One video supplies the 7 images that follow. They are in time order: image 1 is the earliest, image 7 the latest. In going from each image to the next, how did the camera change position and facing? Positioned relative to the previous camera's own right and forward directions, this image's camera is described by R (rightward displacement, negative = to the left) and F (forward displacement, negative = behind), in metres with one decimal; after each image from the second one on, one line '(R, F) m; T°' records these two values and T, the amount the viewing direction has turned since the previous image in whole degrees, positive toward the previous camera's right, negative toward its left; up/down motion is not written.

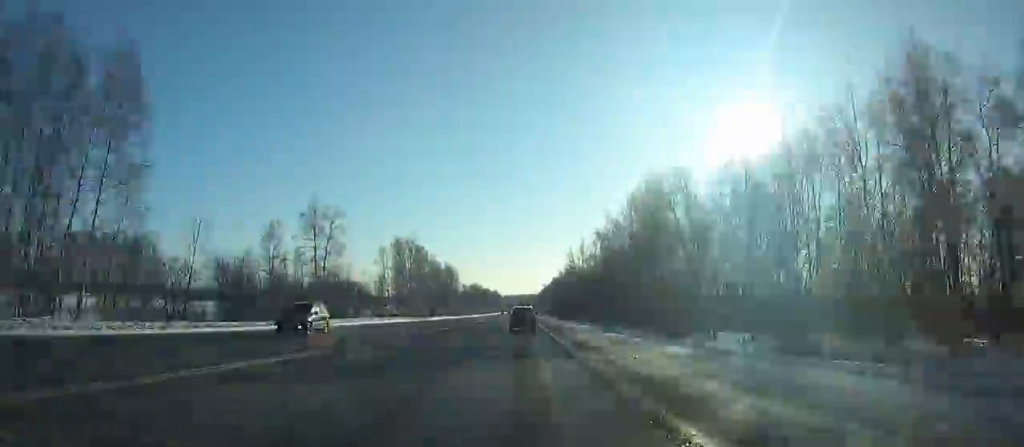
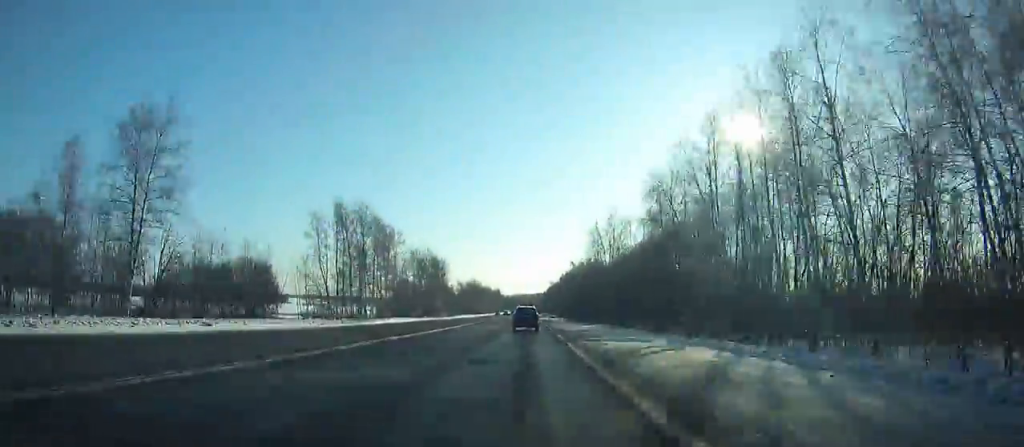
(0.0, +45.5) m; 0°
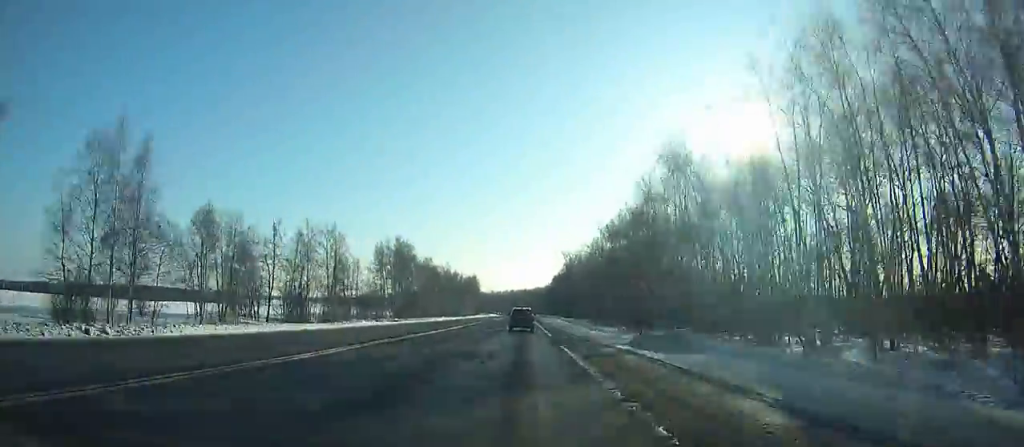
(-0.6, +186.2) m; 0°
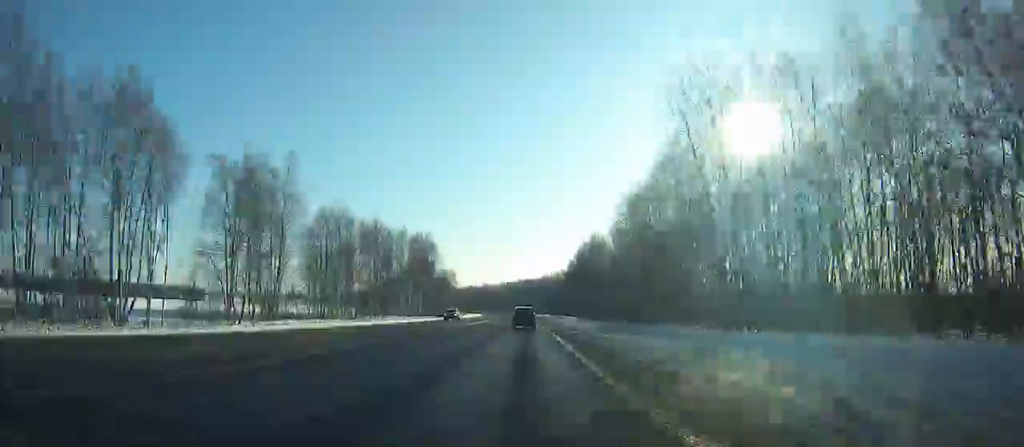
(-0.1, +146.6) m; 0°
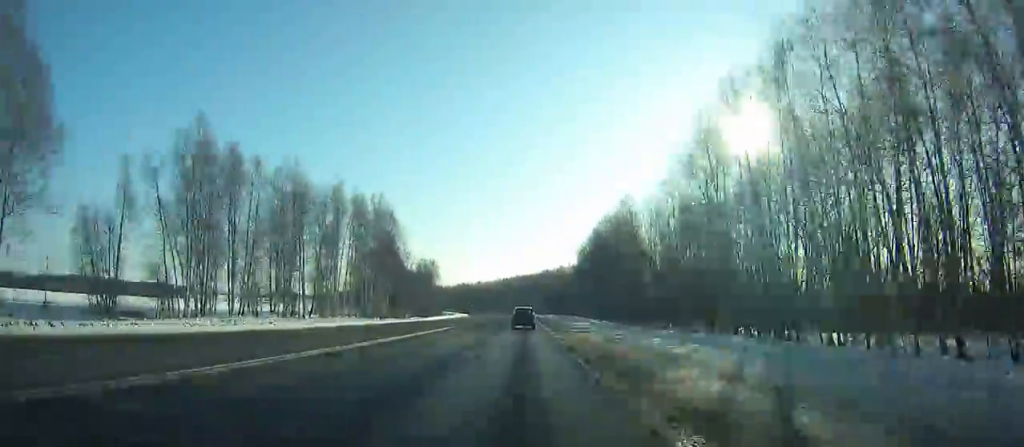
(+0.3, +44.6) m; 0°
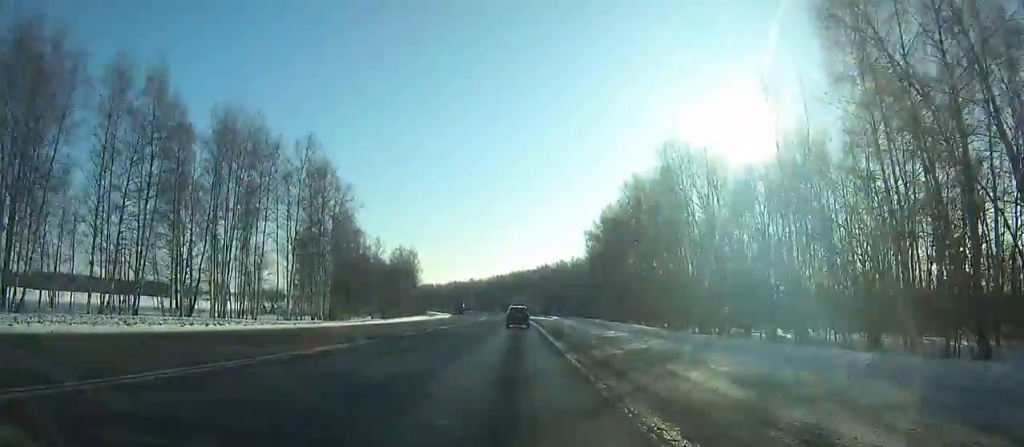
(+0.3, +32.2) m; 0°
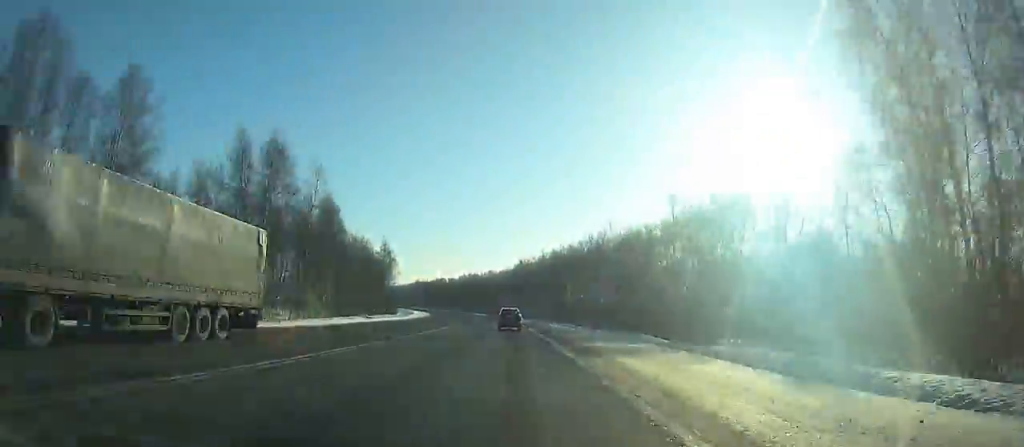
(-1.8, +101.1) m; -3°
